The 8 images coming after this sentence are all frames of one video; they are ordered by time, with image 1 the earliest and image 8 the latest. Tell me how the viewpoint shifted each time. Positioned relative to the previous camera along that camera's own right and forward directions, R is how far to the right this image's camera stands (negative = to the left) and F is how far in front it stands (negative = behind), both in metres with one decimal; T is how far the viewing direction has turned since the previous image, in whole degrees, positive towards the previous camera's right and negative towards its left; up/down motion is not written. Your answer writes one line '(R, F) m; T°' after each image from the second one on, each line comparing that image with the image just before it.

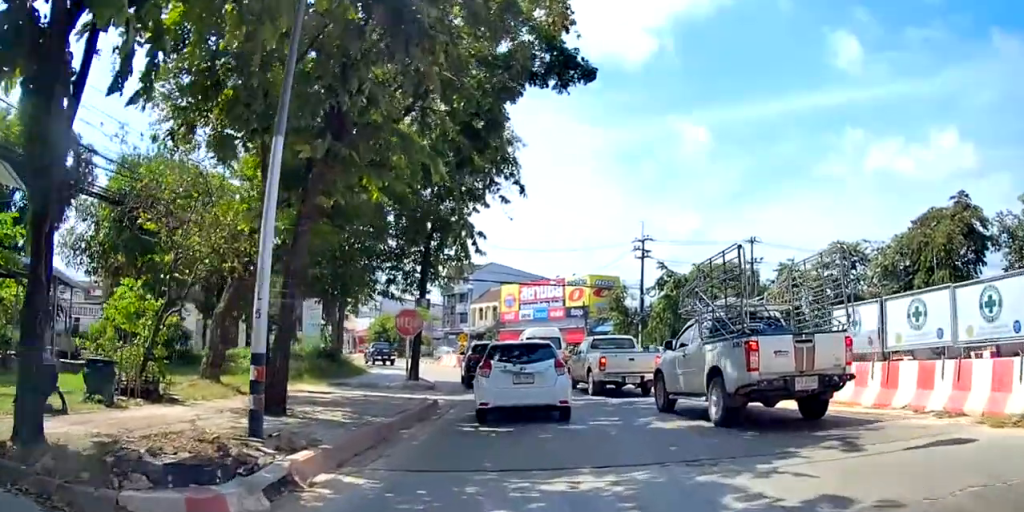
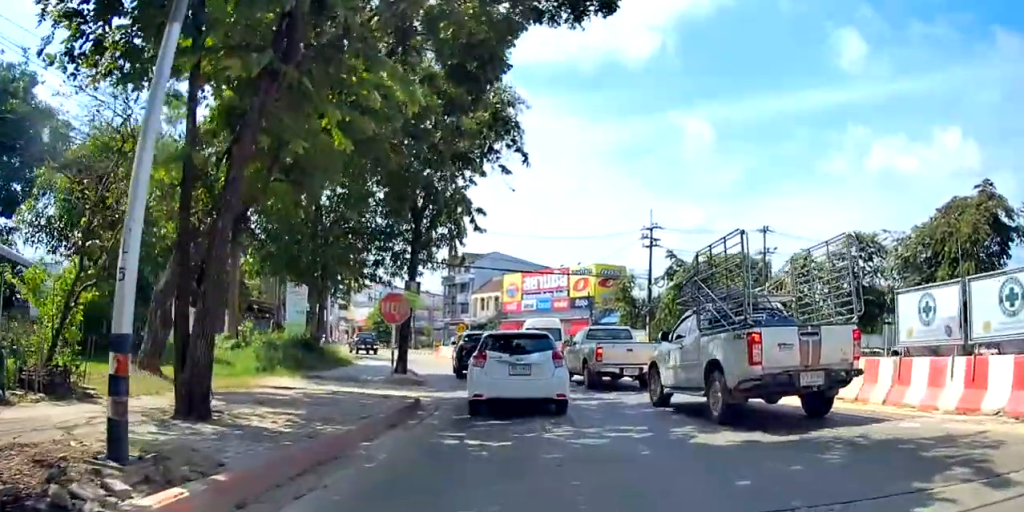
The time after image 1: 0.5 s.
(+0.3, +3.6) m; +4°
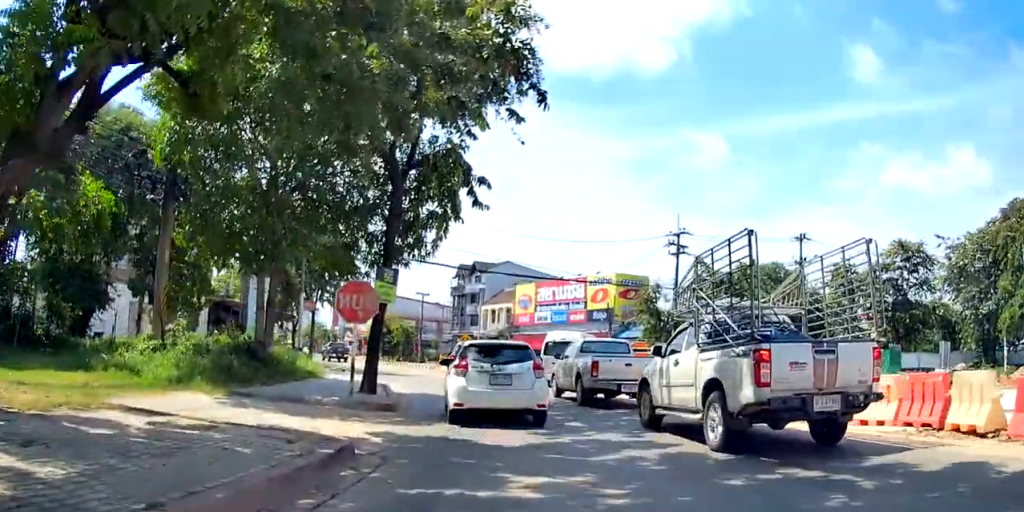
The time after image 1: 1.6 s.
(+0.4, +7.3) m; +5°
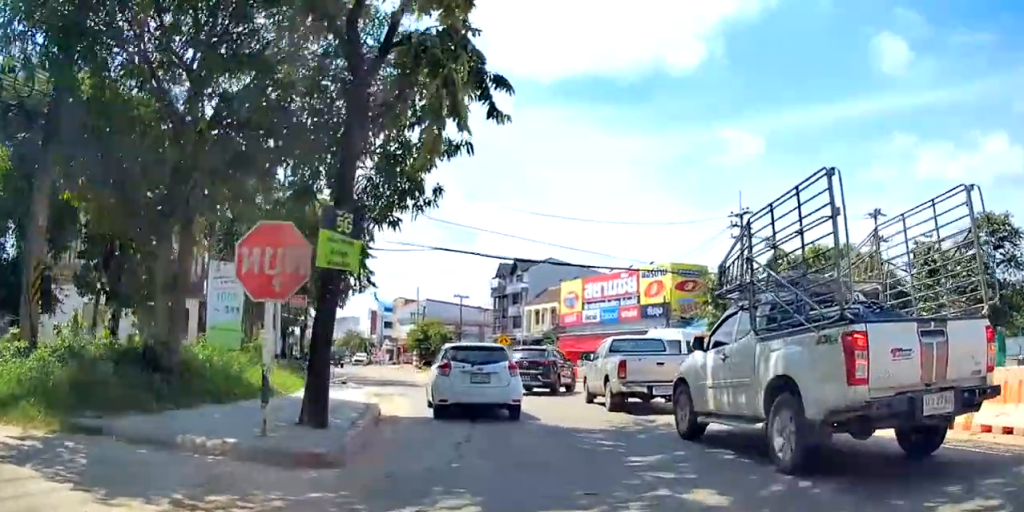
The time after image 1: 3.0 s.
(-0.1, +7.4) m; -9°
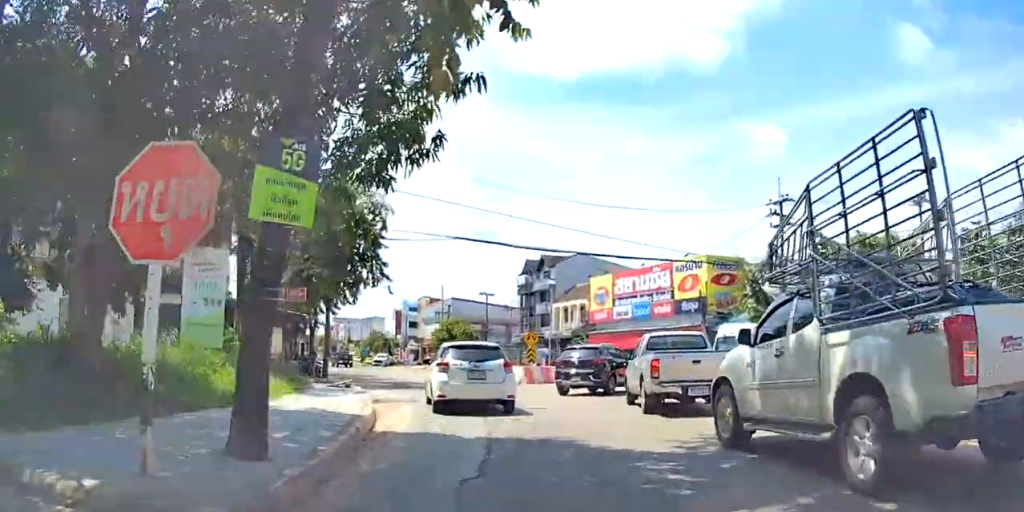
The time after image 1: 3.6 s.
(-0.5, +2.5) m; -4°
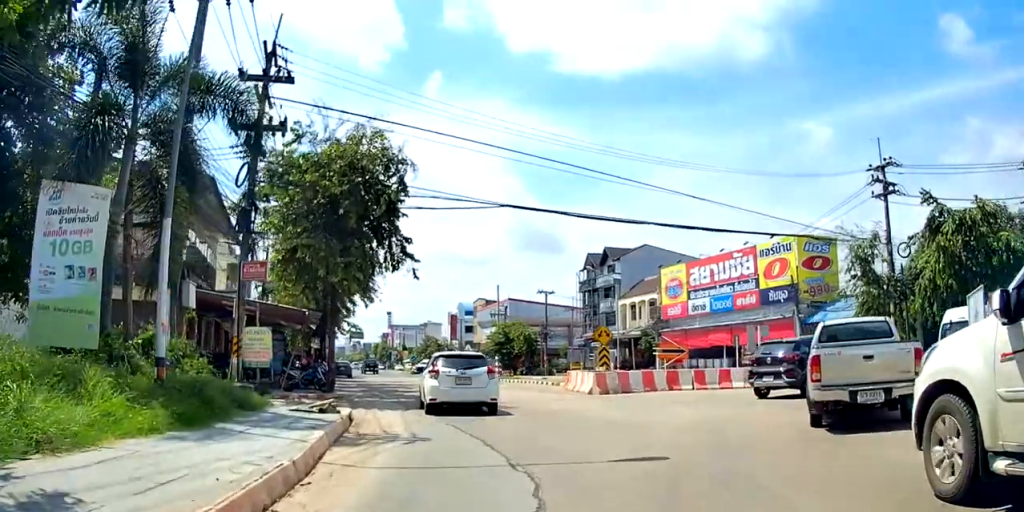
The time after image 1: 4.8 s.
(+0.1, +5.2) m; +4°
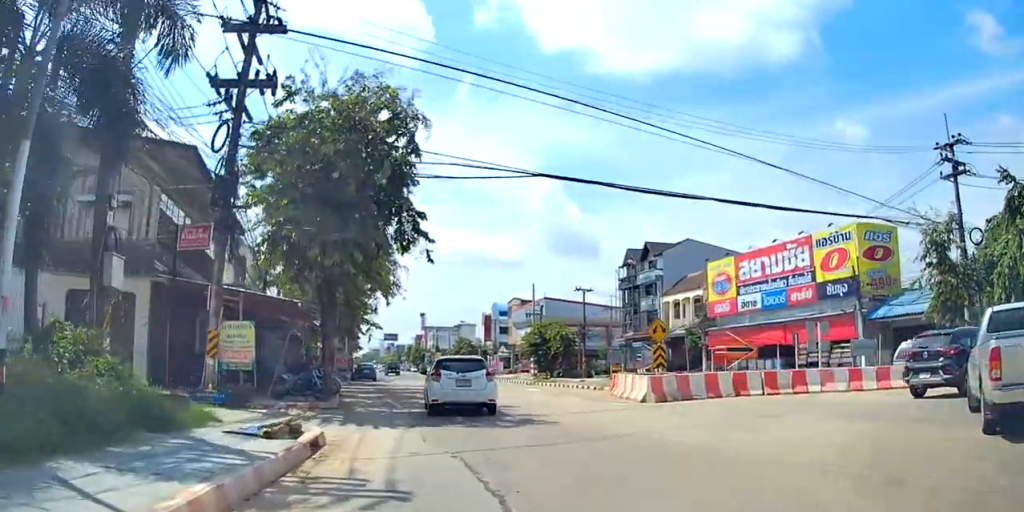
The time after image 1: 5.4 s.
(0.0, +2.7) m; -1°
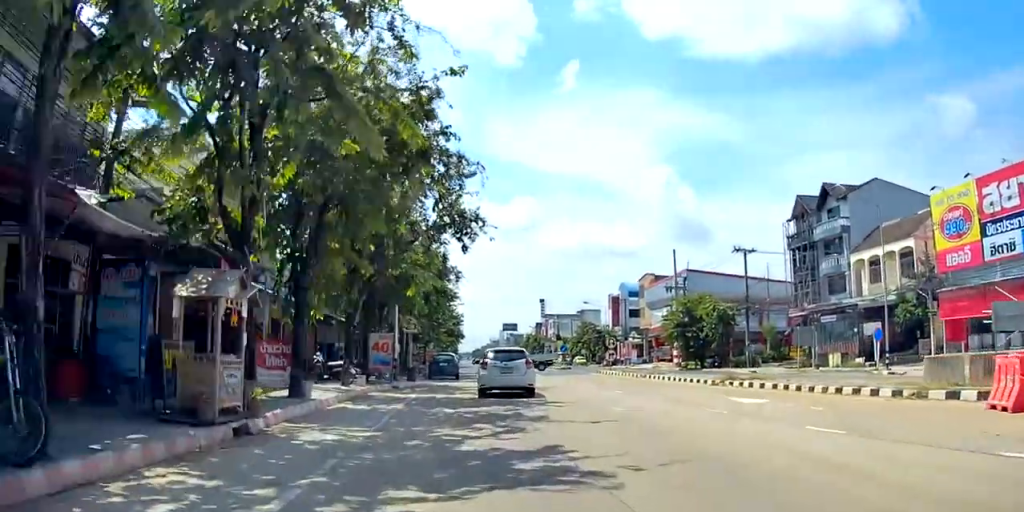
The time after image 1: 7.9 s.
(-2.1, +12.1) m; -19°
